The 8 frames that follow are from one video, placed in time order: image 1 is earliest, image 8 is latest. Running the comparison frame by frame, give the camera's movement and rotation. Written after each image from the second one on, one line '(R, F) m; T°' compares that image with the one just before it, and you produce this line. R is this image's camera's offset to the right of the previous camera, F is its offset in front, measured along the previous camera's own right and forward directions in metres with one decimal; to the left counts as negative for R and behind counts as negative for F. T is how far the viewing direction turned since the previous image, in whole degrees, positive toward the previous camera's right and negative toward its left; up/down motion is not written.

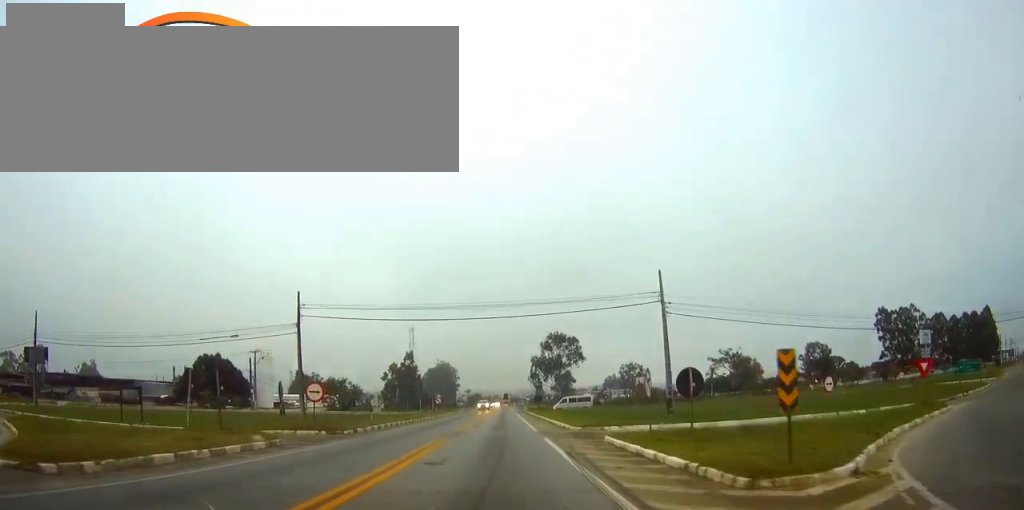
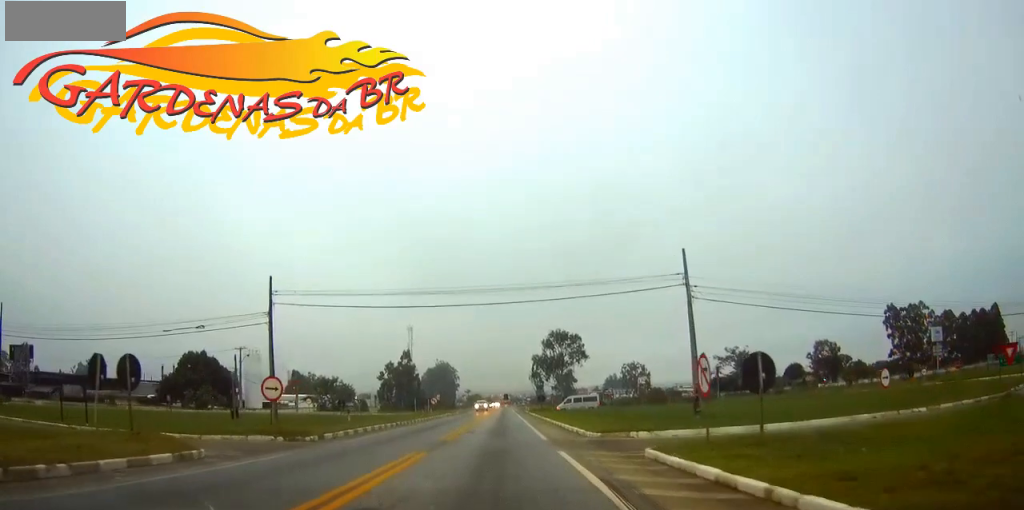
(0.0, +6.3) m; 0°
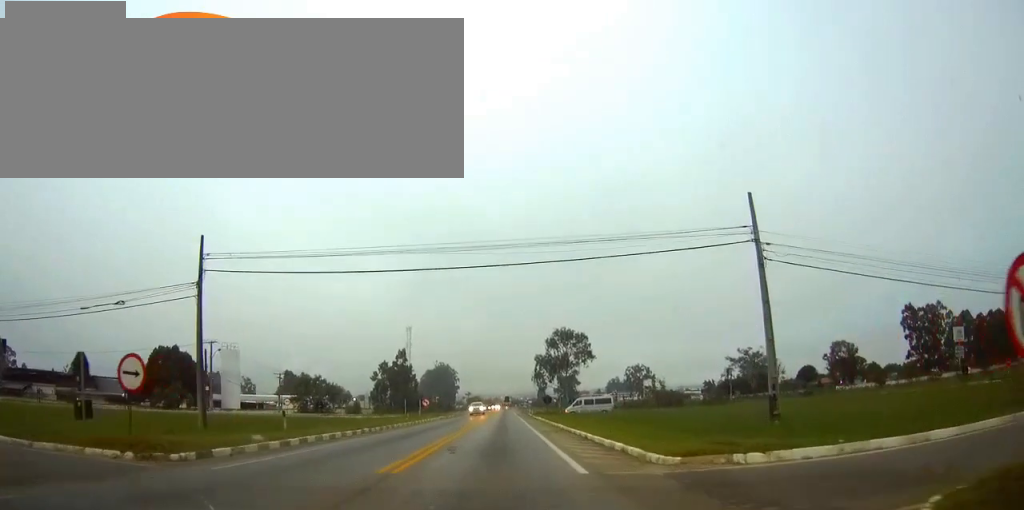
(-0.1, +11.2) m; 0°
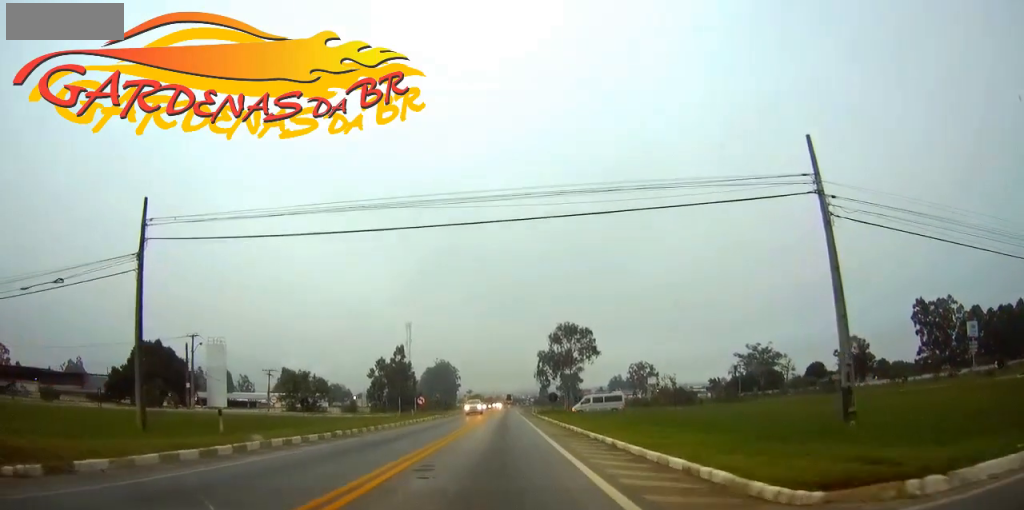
(-0.1, +6.3) m; 0°
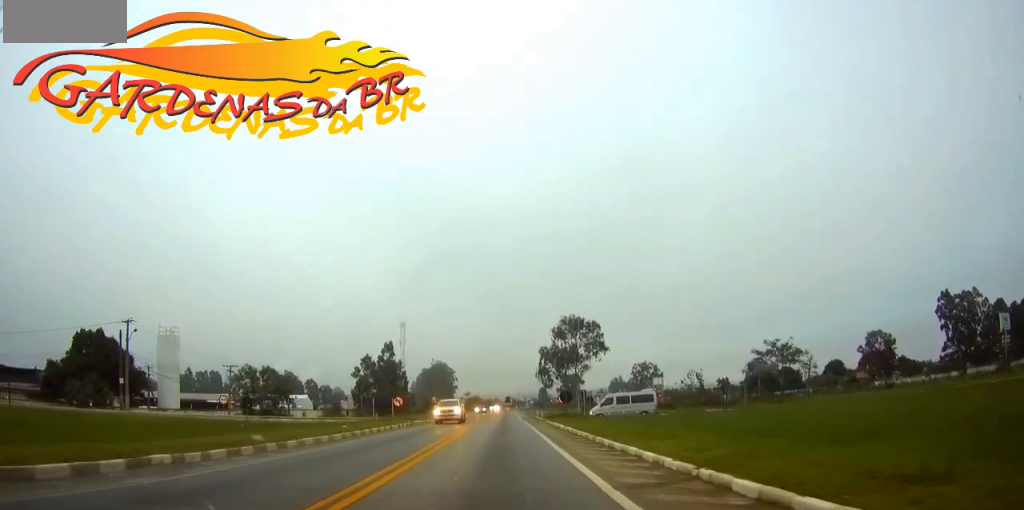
(+0.1, +16.1) m; +1°
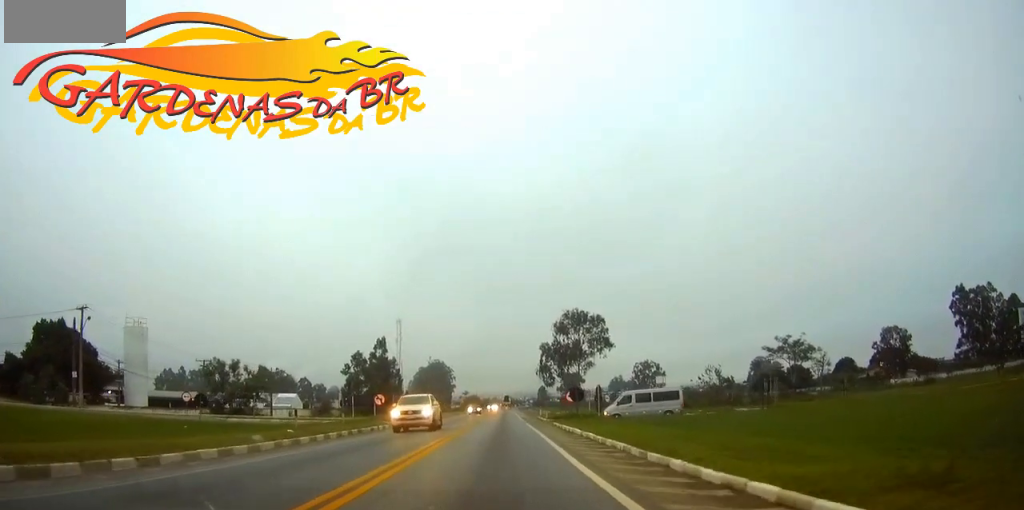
(0.0, +8.9) m; 0°
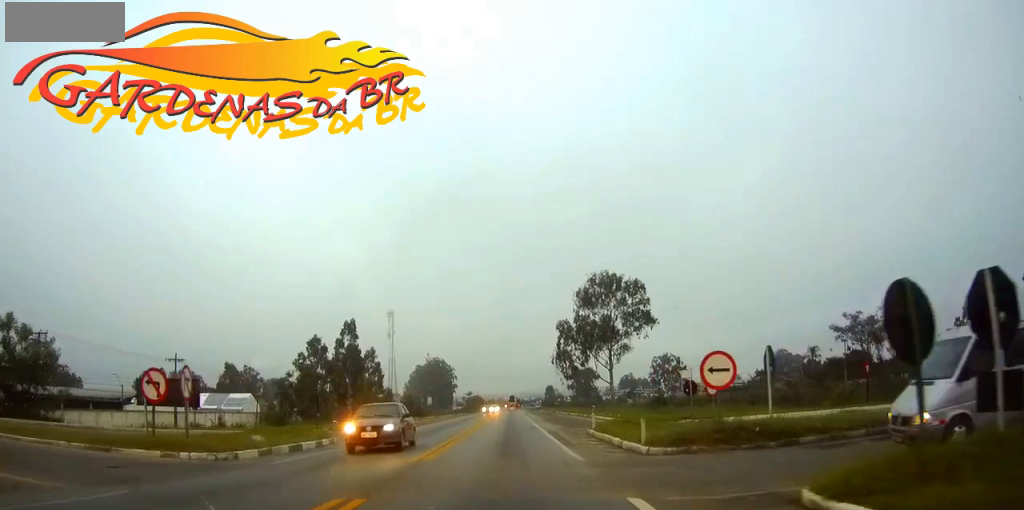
(-0.3, +37.2) m; 0°
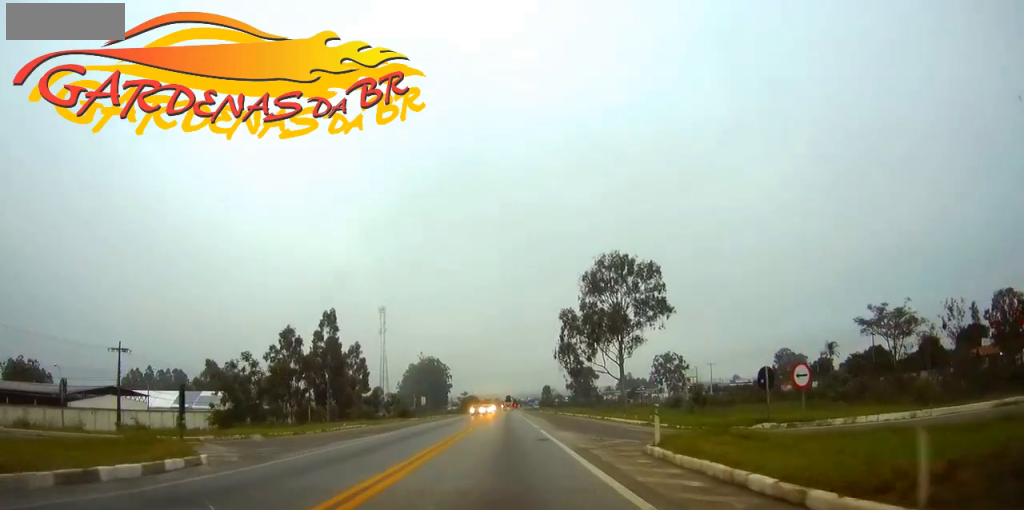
(+0.1, +12.6) m; 0°
